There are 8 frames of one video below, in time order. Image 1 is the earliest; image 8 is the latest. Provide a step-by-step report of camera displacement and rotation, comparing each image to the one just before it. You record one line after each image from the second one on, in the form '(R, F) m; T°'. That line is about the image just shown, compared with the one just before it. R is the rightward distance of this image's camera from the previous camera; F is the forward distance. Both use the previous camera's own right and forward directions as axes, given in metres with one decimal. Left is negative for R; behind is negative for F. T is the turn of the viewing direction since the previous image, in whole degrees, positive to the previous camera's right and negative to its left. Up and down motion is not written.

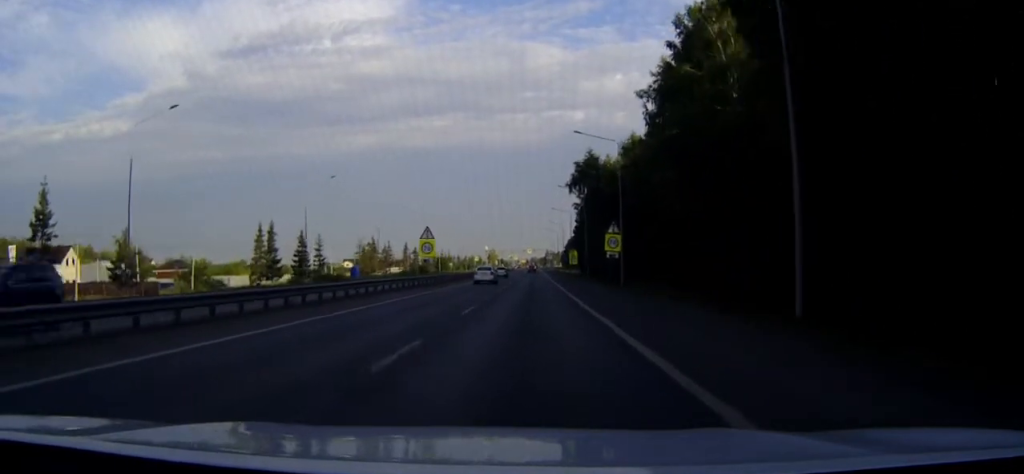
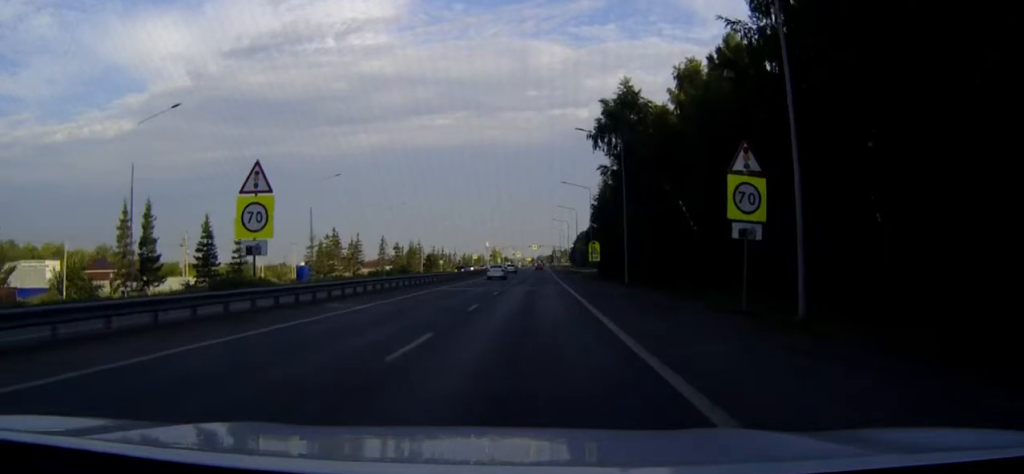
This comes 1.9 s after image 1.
(-0.1, +35.5) m; 0°
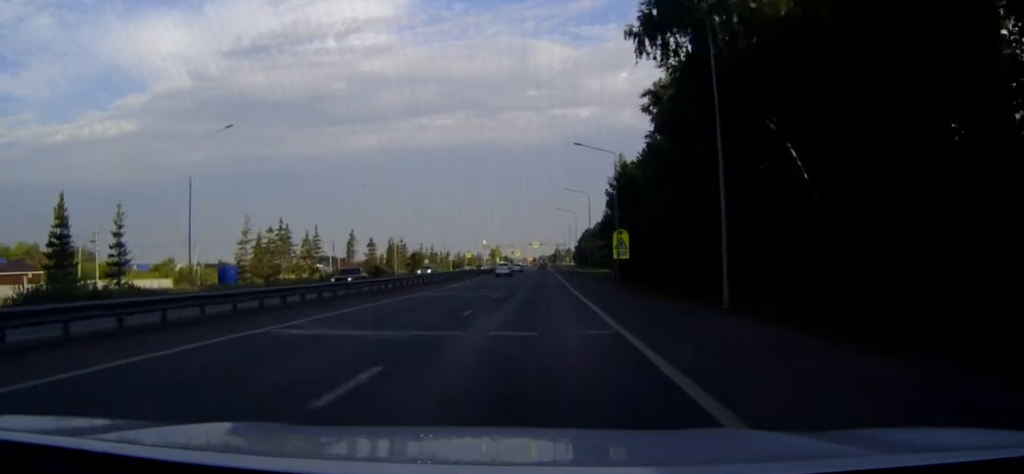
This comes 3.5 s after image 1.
(0.0, +27.9) m; 0°
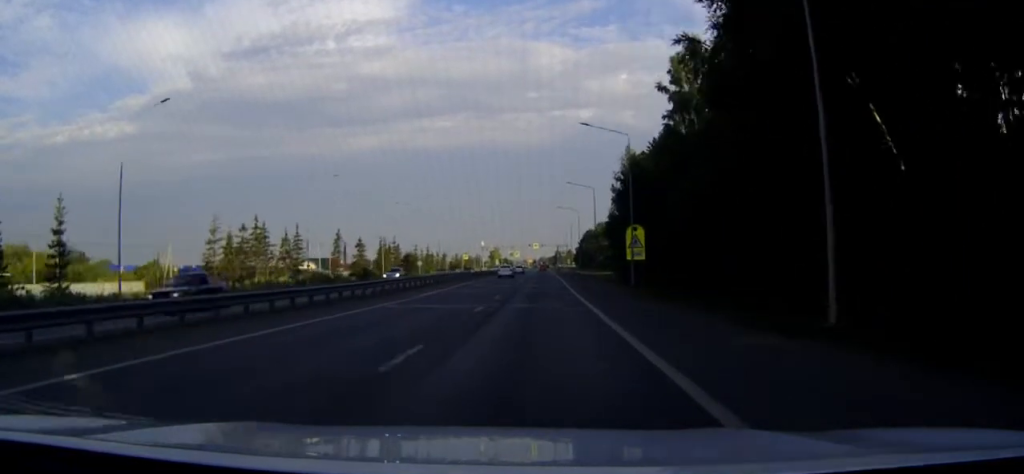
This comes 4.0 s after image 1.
(0.0, +9.3) m; 0°
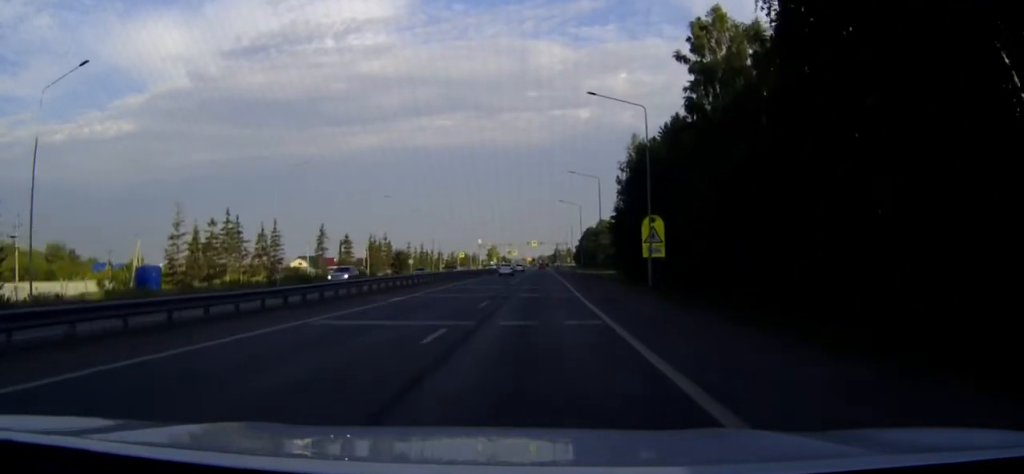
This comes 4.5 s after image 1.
(0.0, +8.6) m; 0°
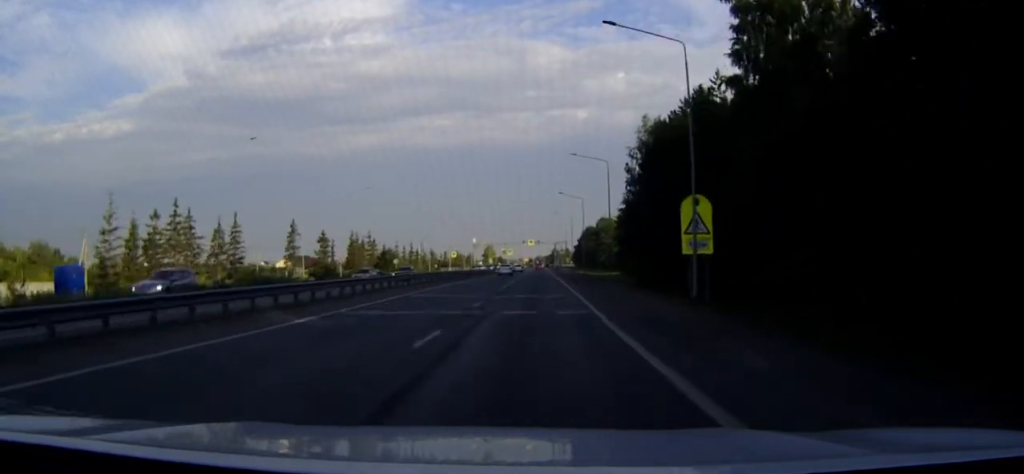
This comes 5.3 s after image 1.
(0.0, +12.6) m; 0°
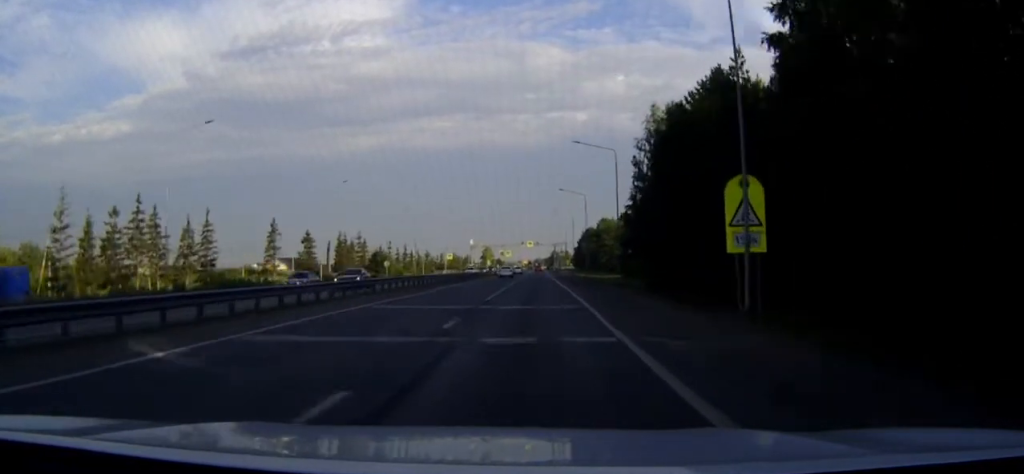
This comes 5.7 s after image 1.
(0.0, +7.5) m; 0°
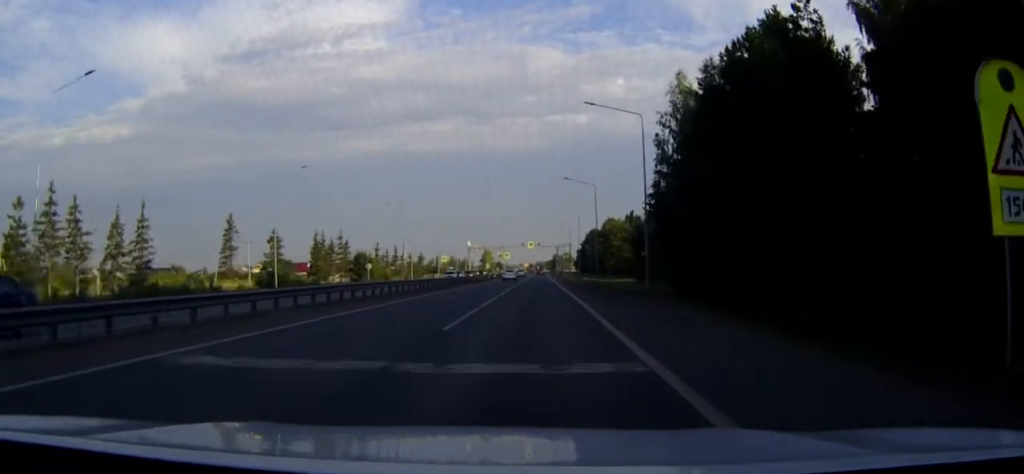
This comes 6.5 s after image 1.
(0.0, +14.4) m; 0°
